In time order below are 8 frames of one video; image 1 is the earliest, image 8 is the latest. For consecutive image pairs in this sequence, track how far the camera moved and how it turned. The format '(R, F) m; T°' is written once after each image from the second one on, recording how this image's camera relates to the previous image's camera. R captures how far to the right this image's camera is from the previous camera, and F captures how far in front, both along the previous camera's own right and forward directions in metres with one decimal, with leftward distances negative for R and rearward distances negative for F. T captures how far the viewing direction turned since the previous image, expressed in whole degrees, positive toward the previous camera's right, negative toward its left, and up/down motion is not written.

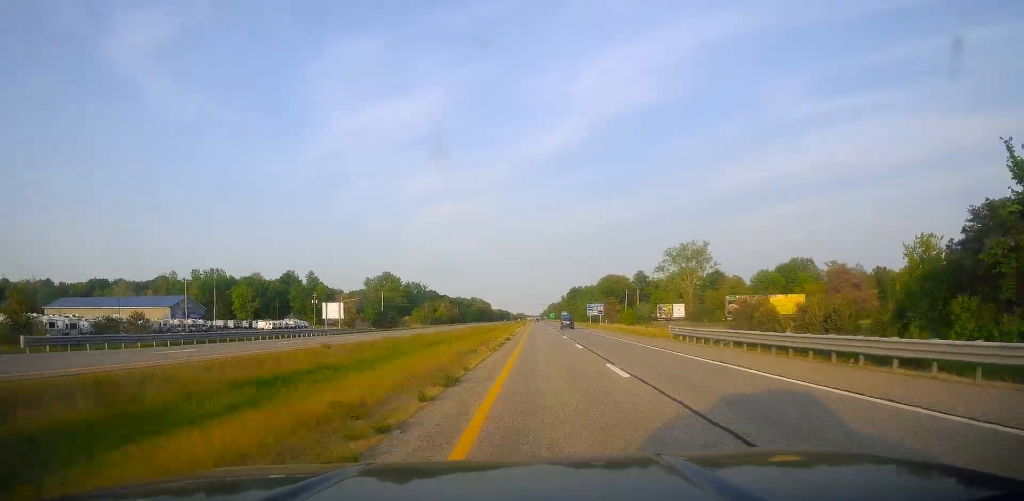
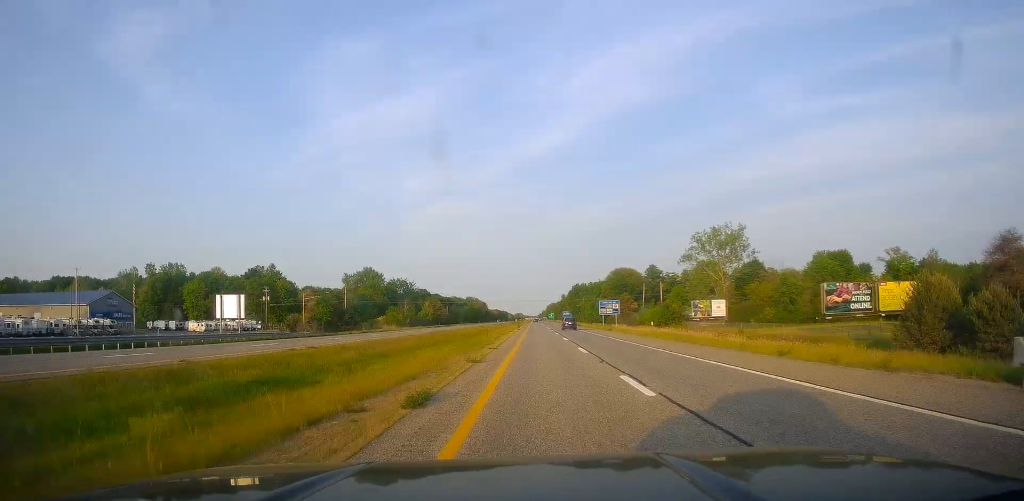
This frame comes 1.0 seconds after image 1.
(0.0, +34.7) m; +1°
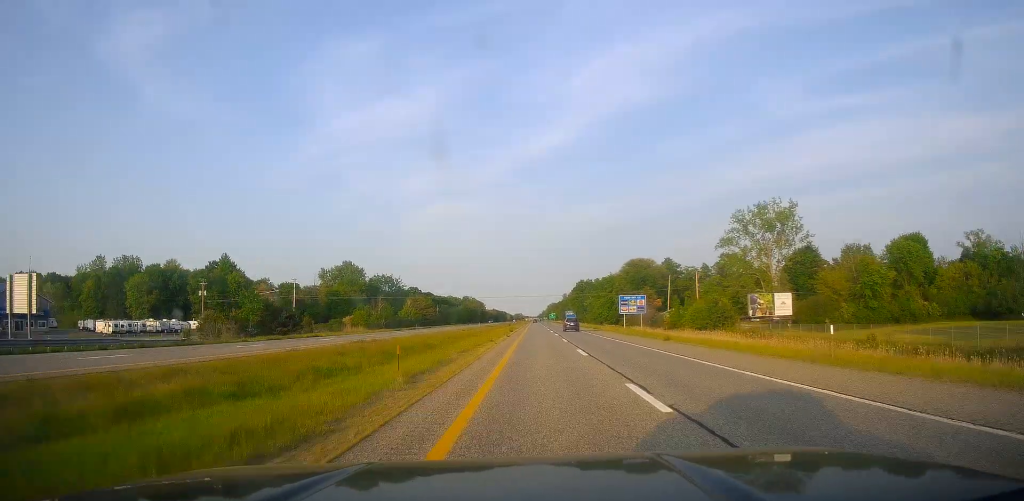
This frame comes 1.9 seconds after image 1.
(+0.2, +32.3) m; 0°
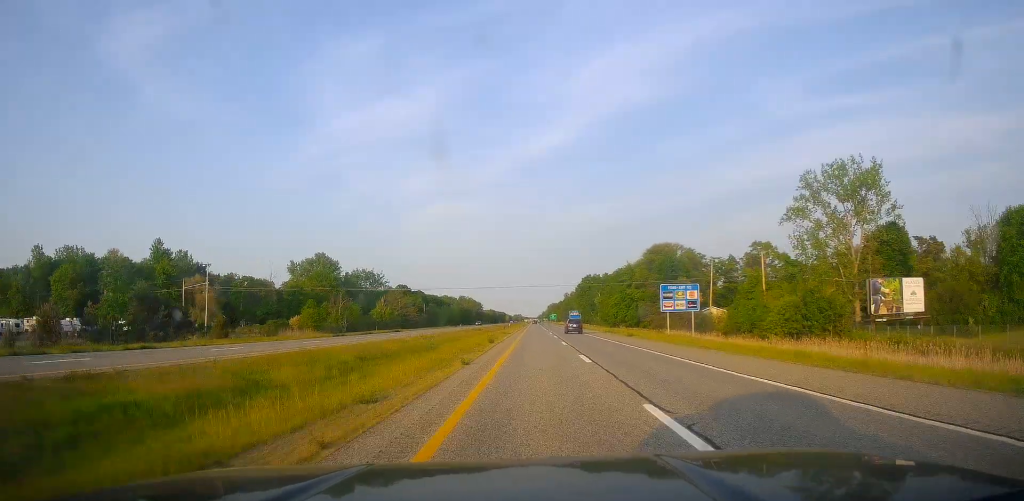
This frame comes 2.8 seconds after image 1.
(0.0, +33.5) m; 0°
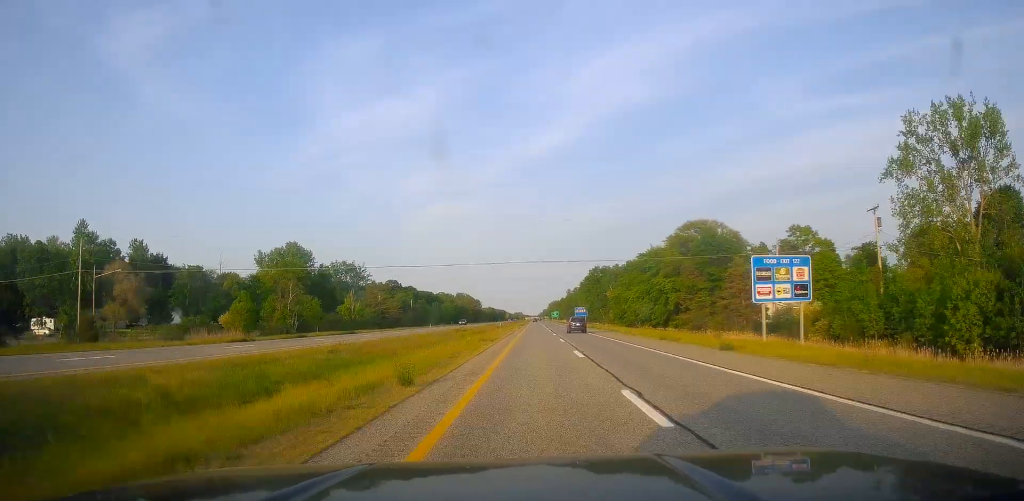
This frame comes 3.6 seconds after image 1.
(-0.2, +28.8) m; 0°
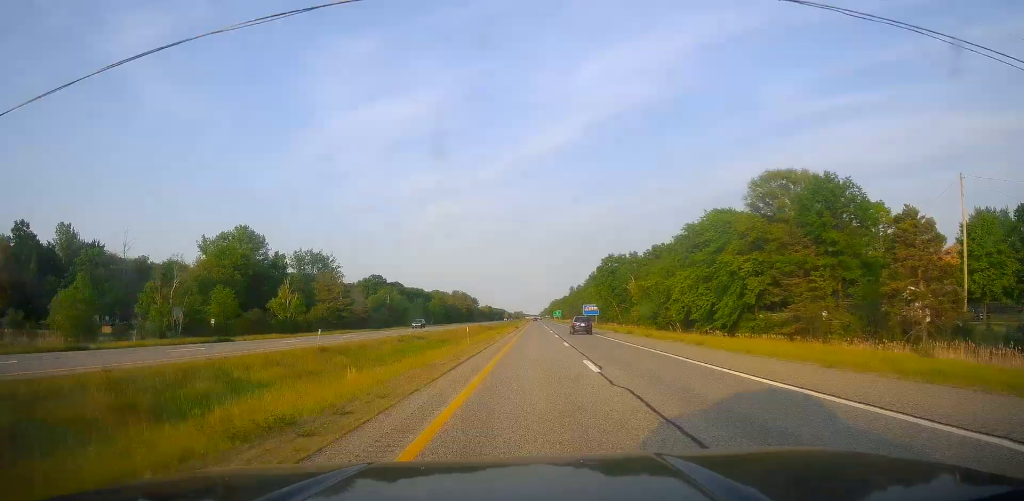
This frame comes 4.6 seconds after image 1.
(+0.3, +37.0) m; 0°
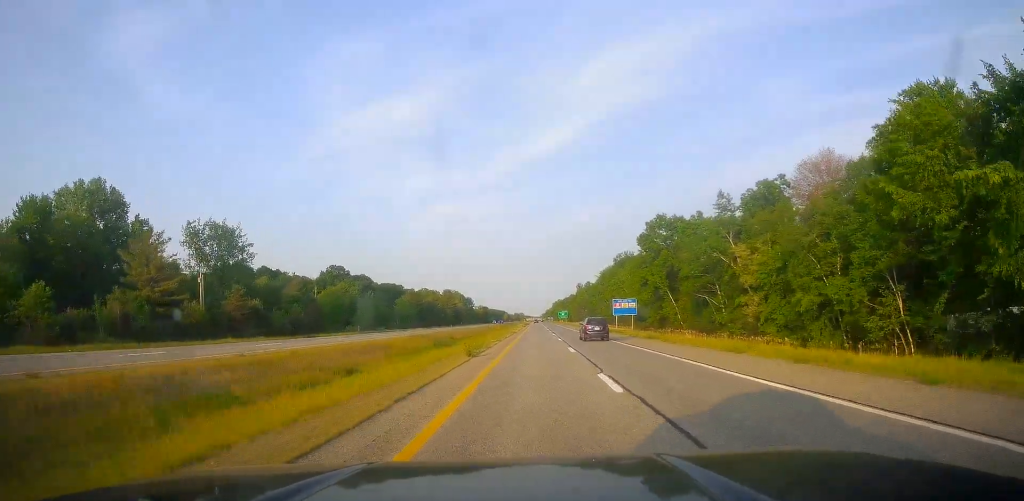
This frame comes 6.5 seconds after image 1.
(-0.8, +65.7) m; -1°
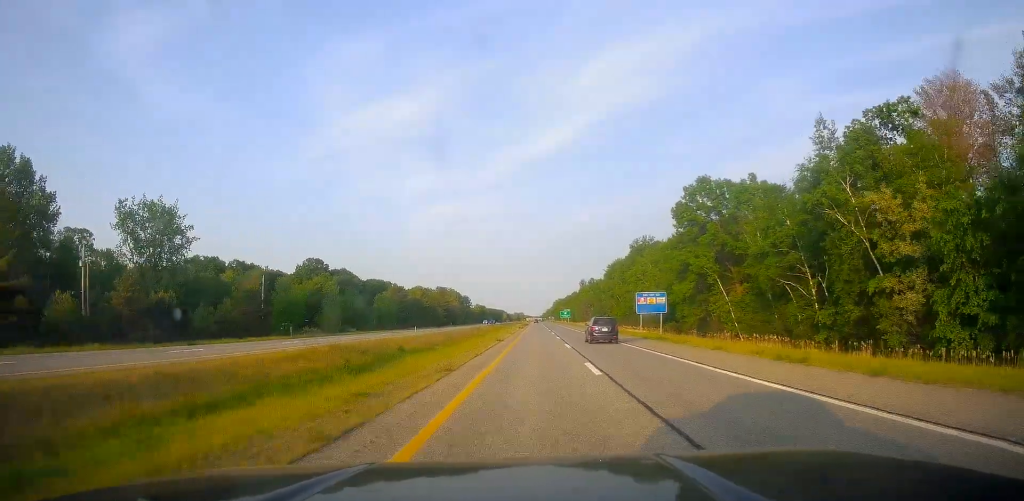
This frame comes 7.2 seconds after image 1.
(0.0, +26.2) m; 0°
